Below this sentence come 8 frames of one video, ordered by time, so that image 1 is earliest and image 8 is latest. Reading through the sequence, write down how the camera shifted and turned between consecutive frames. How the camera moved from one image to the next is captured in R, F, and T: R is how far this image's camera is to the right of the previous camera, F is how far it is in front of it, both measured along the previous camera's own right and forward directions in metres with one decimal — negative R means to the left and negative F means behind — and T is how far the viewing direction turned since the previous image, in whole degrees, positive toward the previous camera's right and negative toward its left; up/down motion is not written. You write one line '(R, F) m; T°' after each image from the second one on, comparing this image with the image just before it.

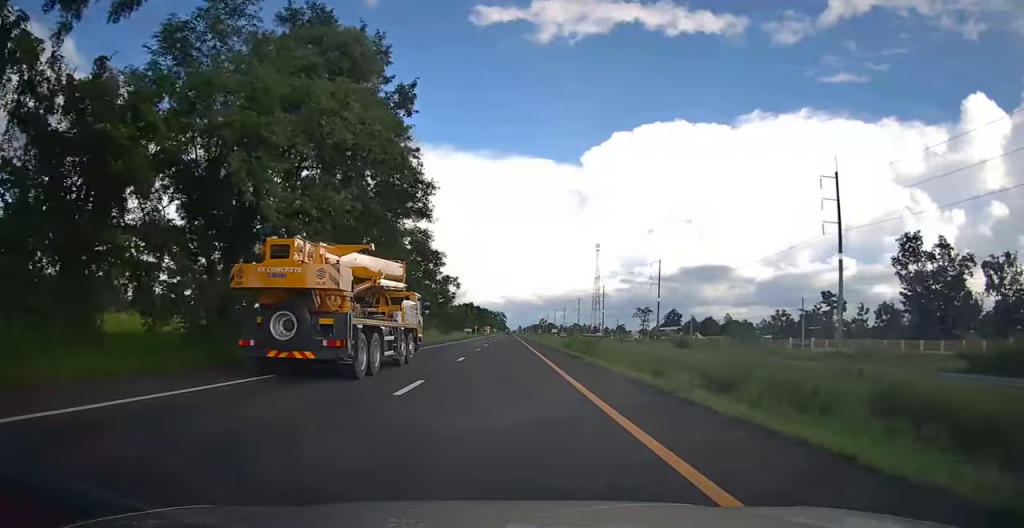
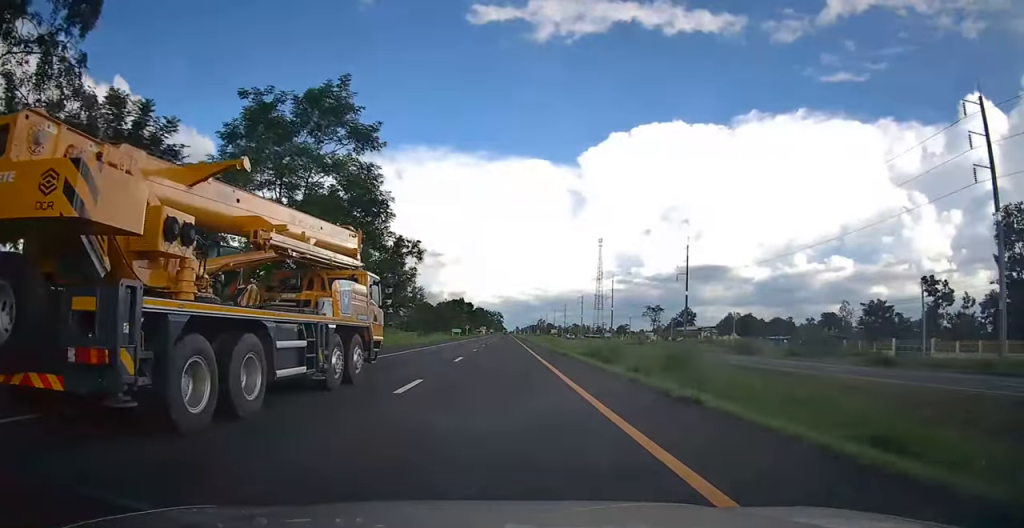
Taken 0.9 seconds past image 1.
(+0.1, +23.6) m; 0°
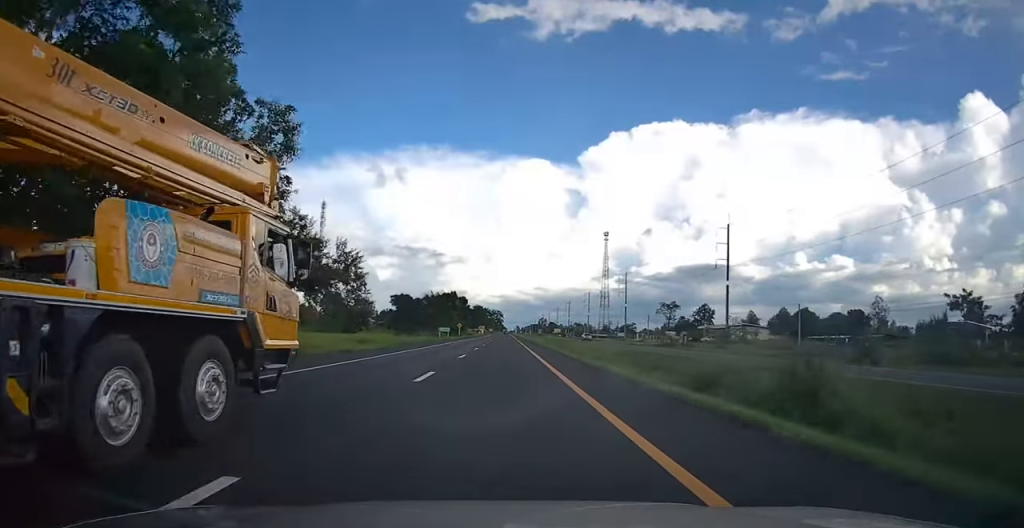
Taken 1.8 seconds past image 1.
(-0.1, +21.5) m; 0°
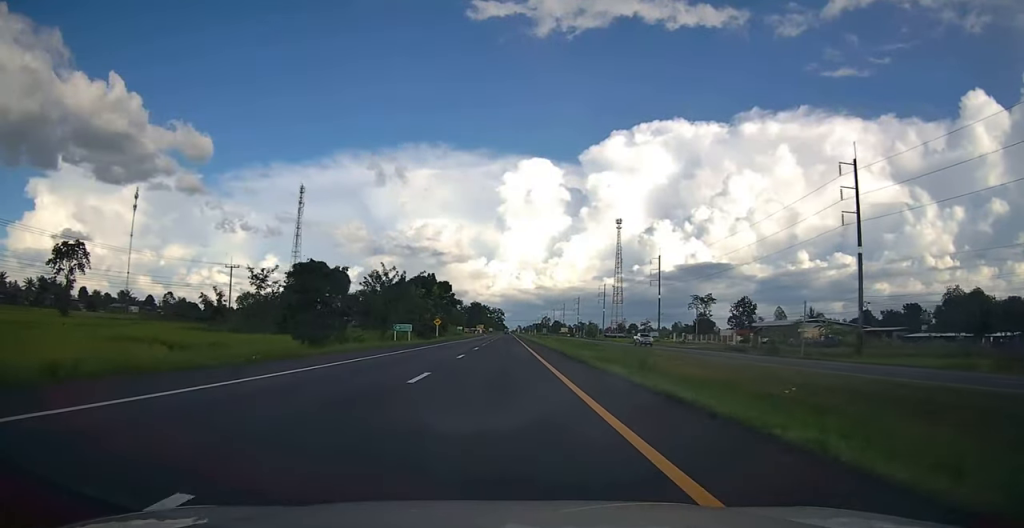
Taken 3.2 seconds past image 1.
(+0.1, +36.4) m; 0°
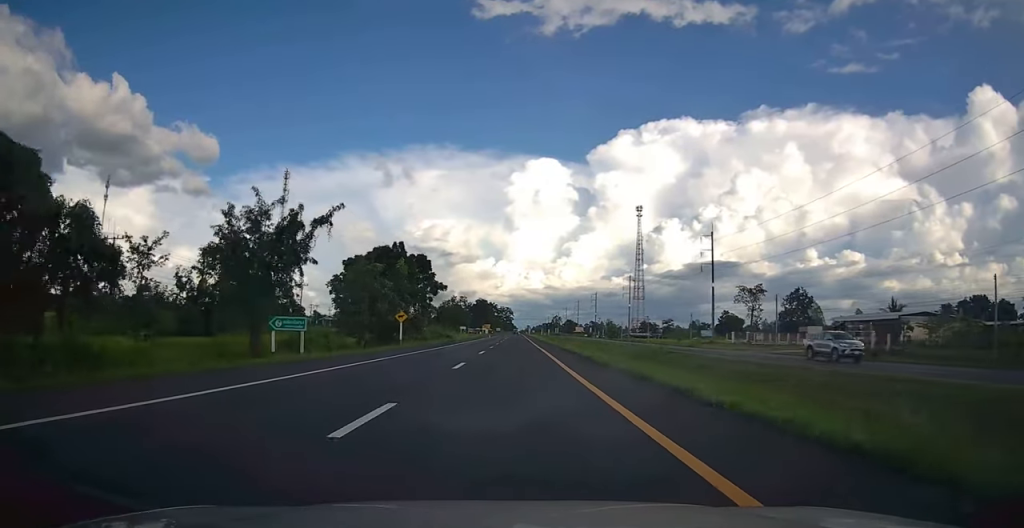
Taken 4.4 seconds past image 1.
(-0.2, +30.5) m; 0°
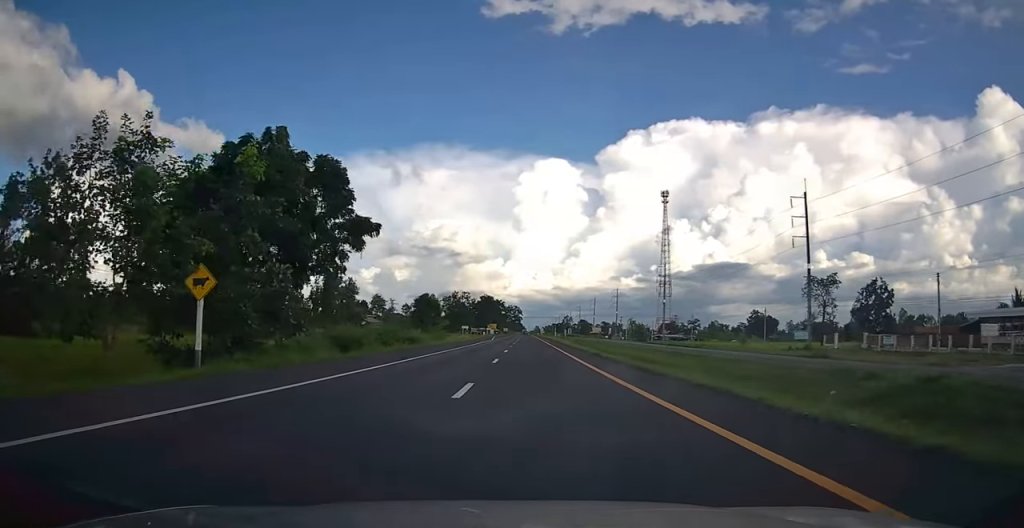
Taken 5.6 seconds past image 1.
(0.0, +31.8) m; -1°
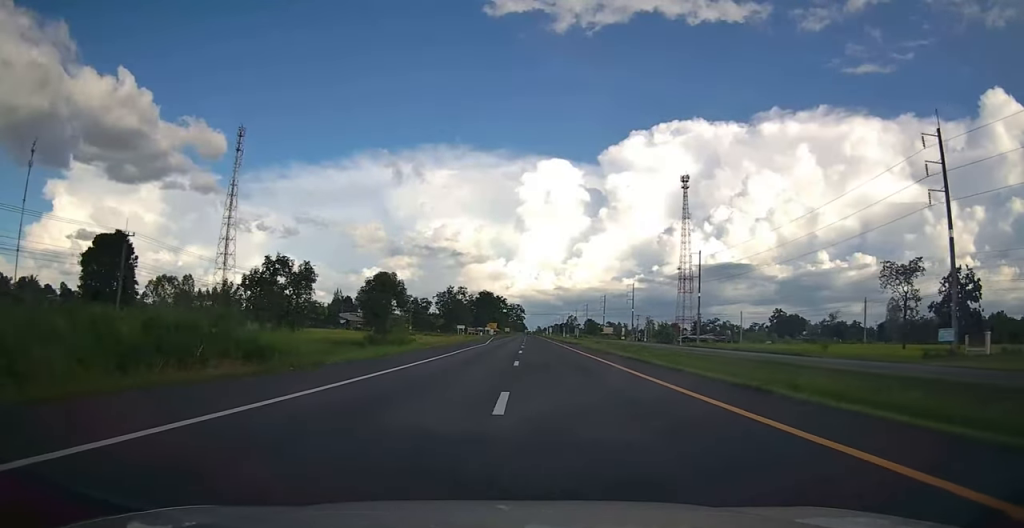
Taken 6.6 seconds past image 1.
(-0.2, +26.1) m; -1°
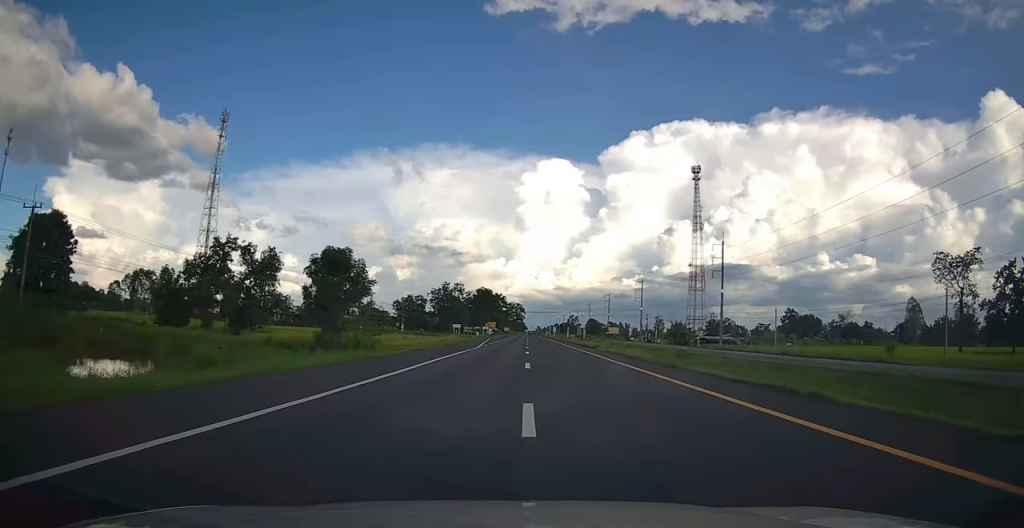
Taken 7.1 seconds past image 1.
(0.0, +13.7) m; 0°
